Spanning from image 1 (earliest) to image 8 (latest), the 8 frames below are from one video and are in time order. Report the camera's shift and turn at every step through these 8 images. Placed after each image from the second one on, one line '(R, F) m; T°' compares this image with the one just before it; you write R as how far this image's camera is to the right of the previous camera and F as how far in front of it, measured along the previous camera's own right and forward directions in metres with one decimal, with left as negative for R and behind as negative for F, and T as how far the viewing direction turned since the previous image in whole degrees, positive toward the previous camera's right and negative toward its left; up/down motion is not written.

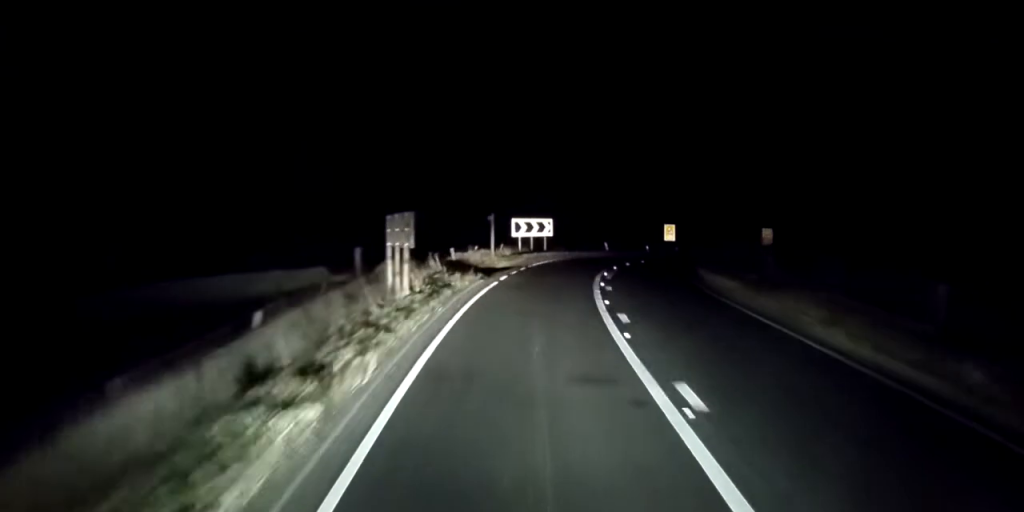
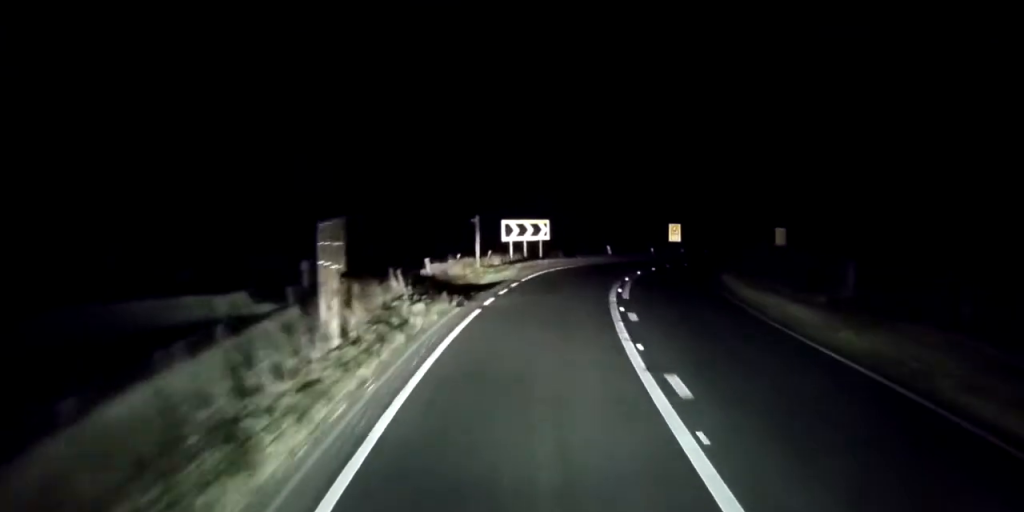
(+0.2, +5.3) m; +4°
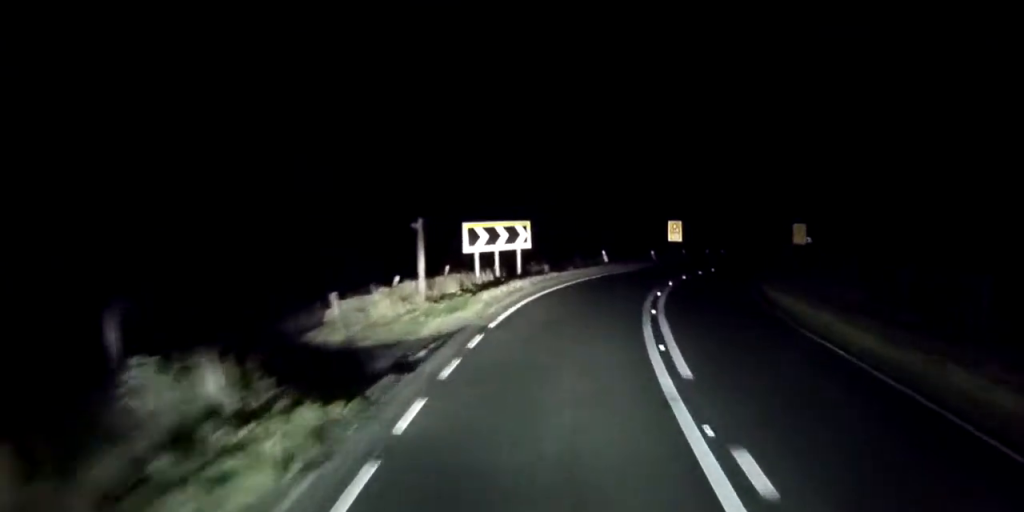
(+0.1, +8.9) m; +6°
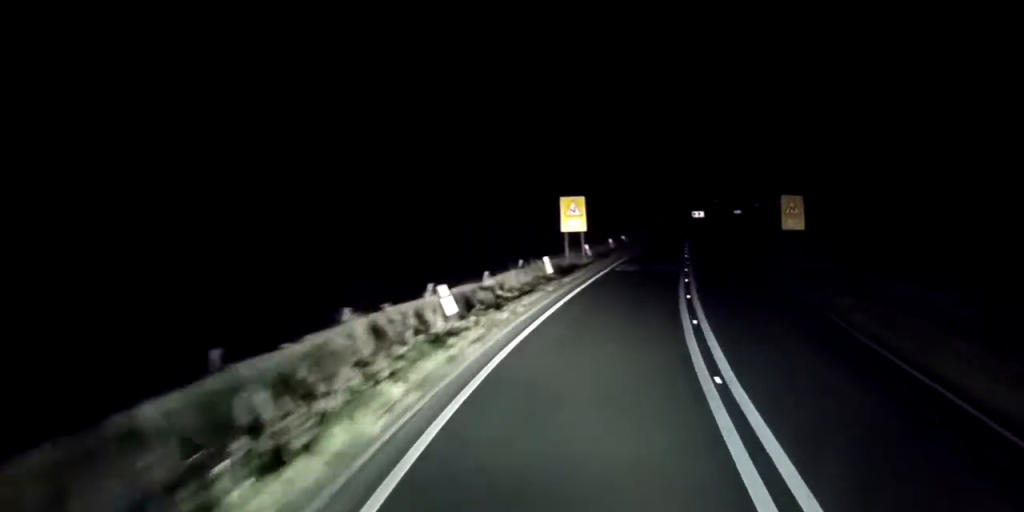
(+2.4, +21.7) m; +6°
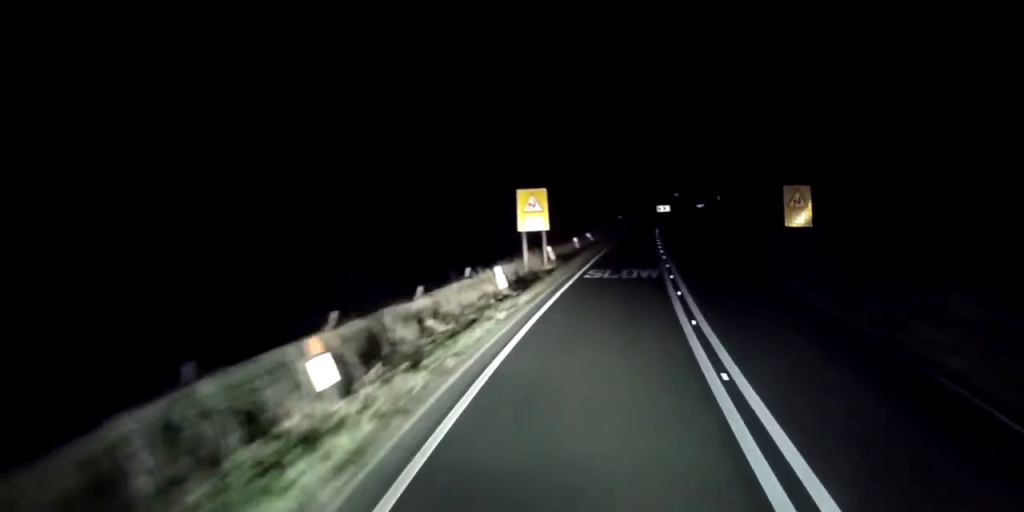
(0.0, +5.4) m; +3°
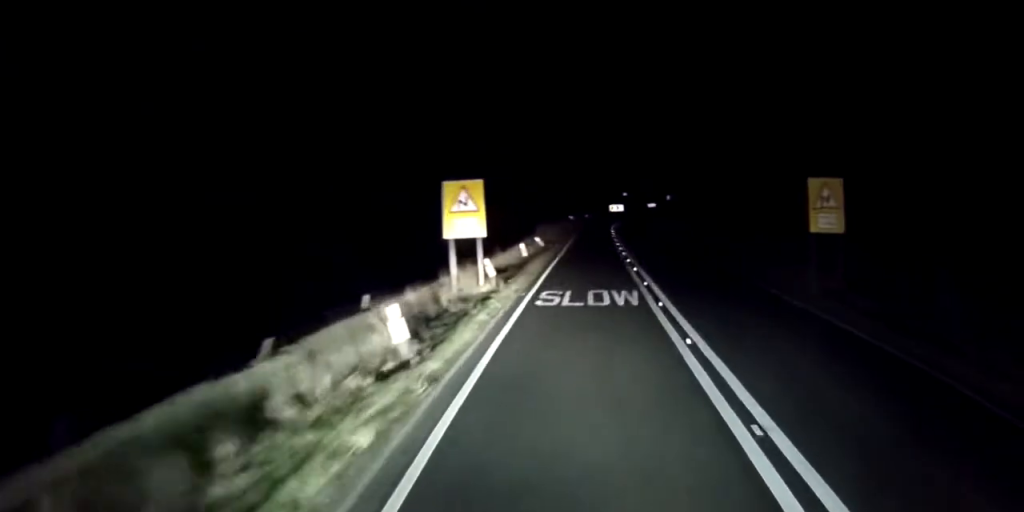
(-0.3, +7.0) m; +4°
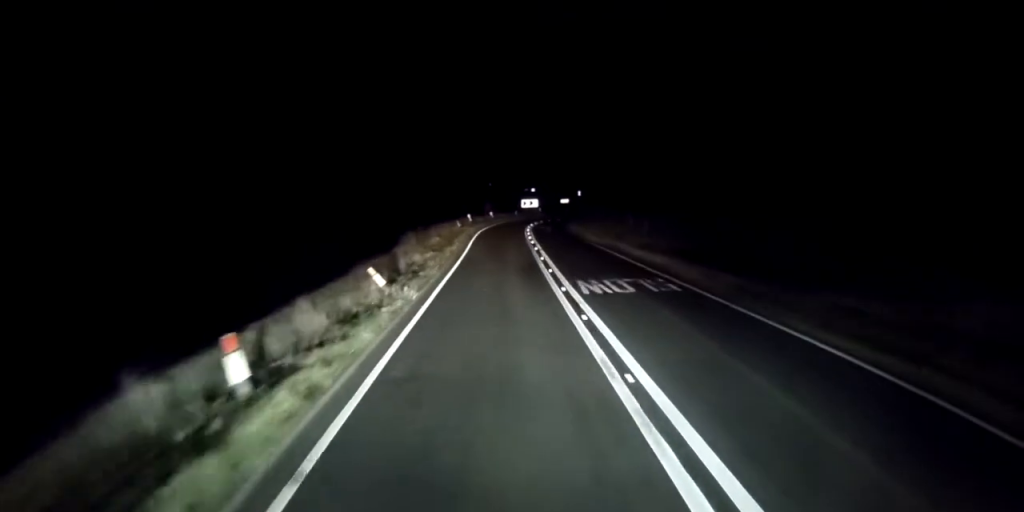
(+2.6, +22.9) m; +7°
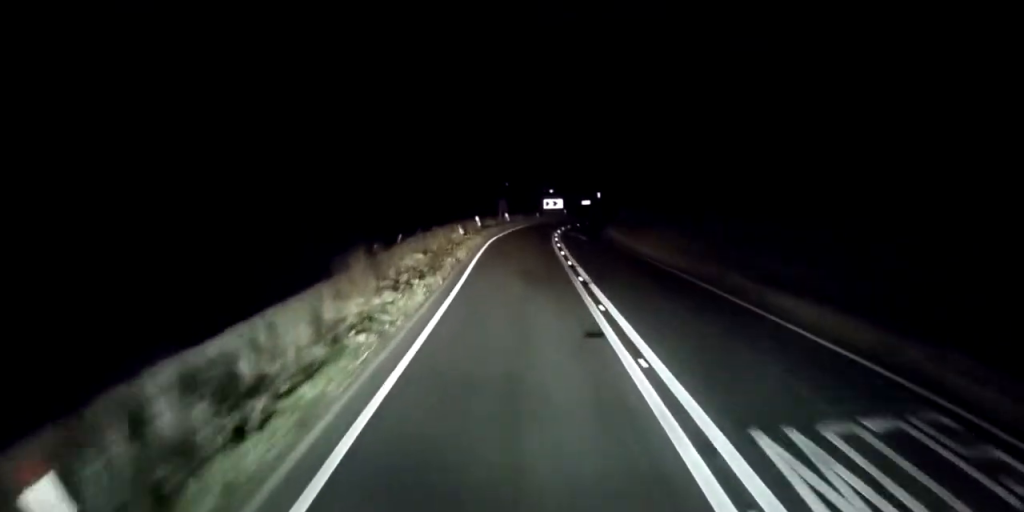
(0.0, +13.7) m; 0°
